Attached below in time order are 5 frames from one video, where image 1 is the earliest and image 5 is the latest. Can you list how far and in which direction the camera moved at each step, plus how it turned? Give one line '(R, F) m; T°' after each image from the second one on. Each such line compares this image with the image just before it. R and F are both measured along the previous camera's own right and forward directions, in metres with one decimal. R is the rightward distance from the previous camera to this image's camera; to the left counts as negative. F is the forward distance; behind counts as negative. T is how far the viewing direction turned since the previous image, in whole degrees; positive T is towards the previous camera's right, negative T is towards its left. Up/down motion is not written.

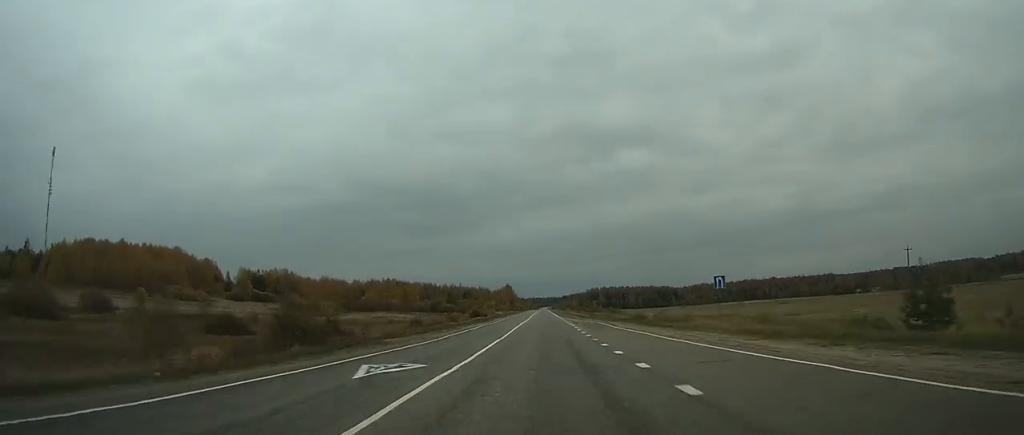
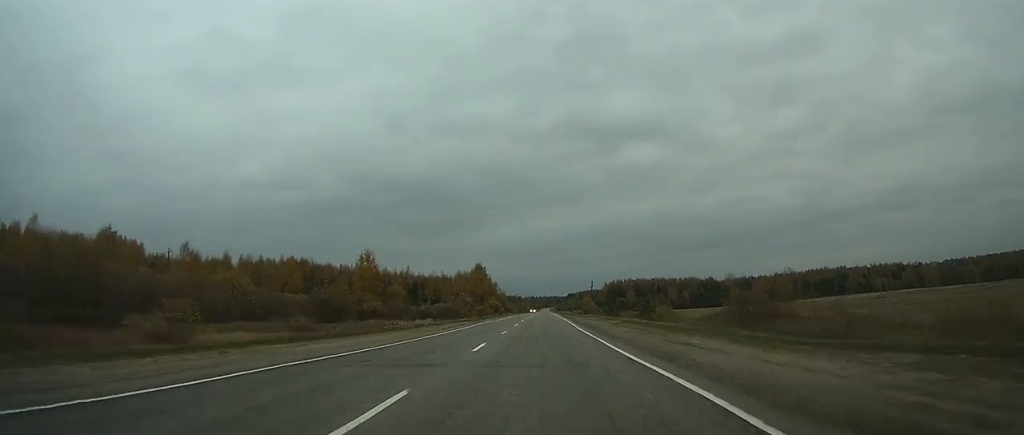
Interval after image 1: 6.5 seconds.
(-1.1, +197.3) m; 0°
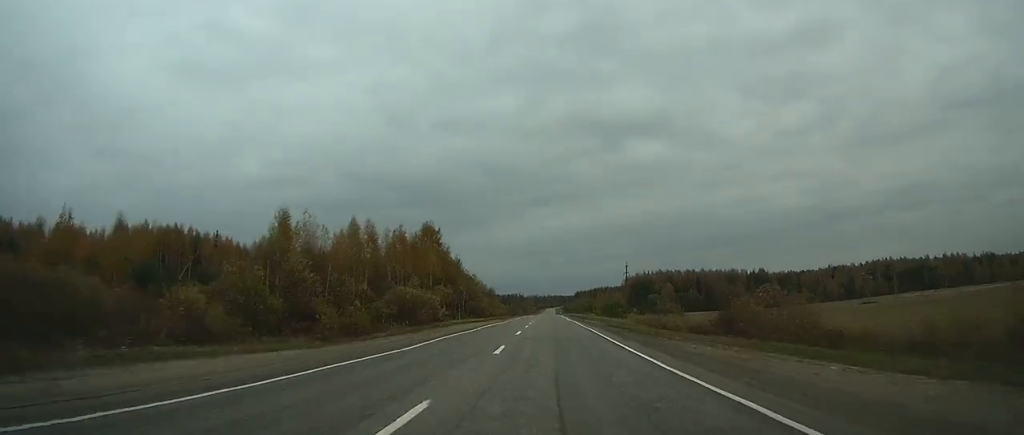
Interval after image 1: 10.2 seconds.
(+0.1, +104.4) m; 0°
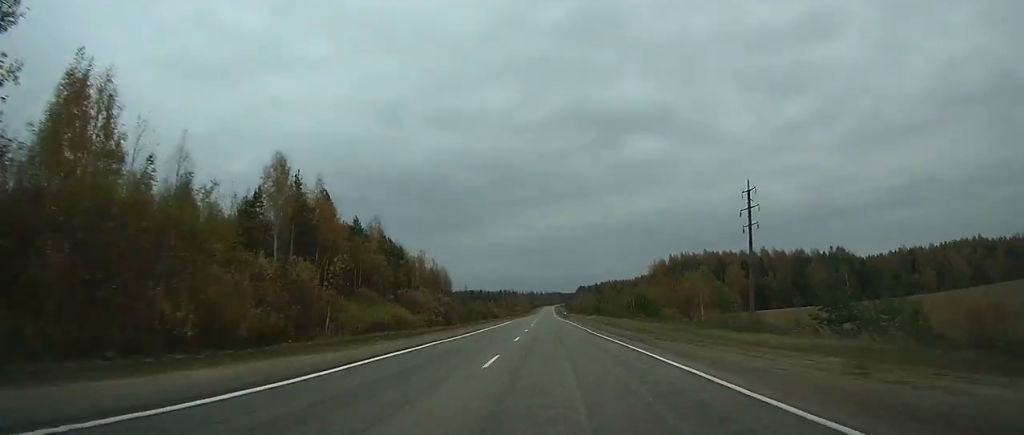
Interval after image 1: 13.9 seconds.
(+0.1, +113.7) m; 0°
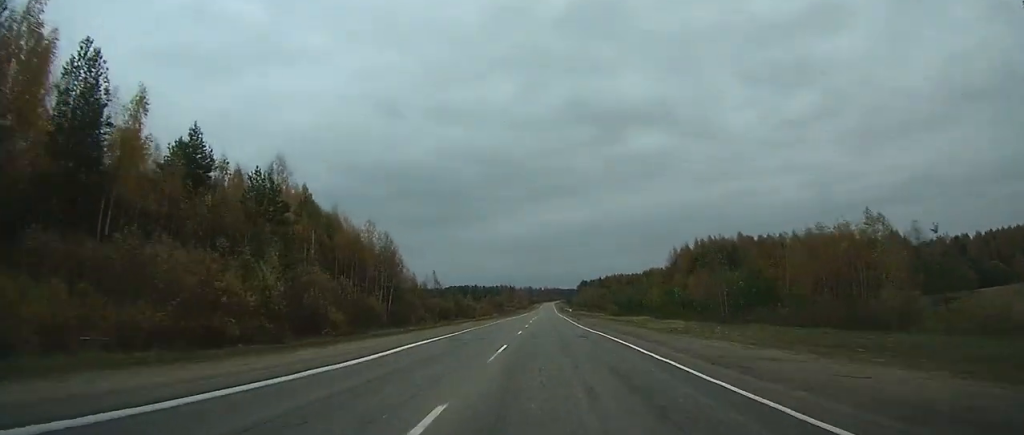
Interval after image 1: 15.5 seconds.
(0.0, +48.3) m; 0°
